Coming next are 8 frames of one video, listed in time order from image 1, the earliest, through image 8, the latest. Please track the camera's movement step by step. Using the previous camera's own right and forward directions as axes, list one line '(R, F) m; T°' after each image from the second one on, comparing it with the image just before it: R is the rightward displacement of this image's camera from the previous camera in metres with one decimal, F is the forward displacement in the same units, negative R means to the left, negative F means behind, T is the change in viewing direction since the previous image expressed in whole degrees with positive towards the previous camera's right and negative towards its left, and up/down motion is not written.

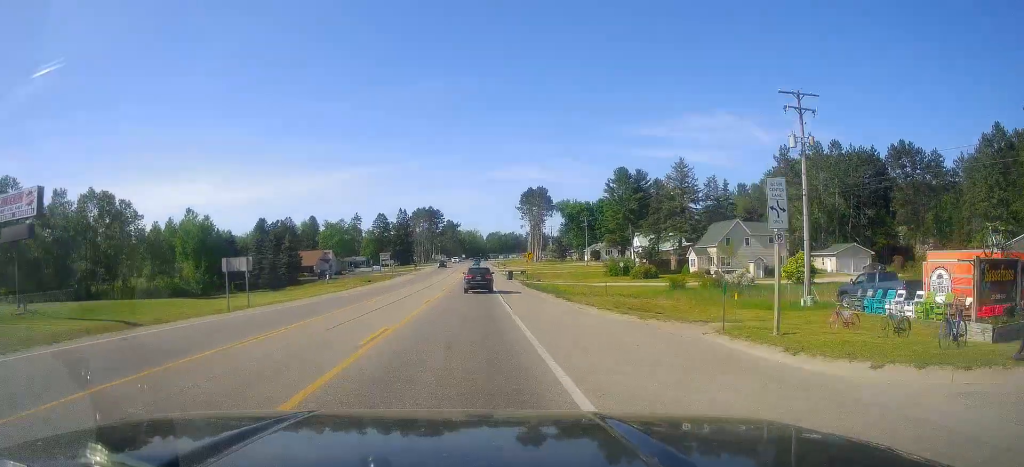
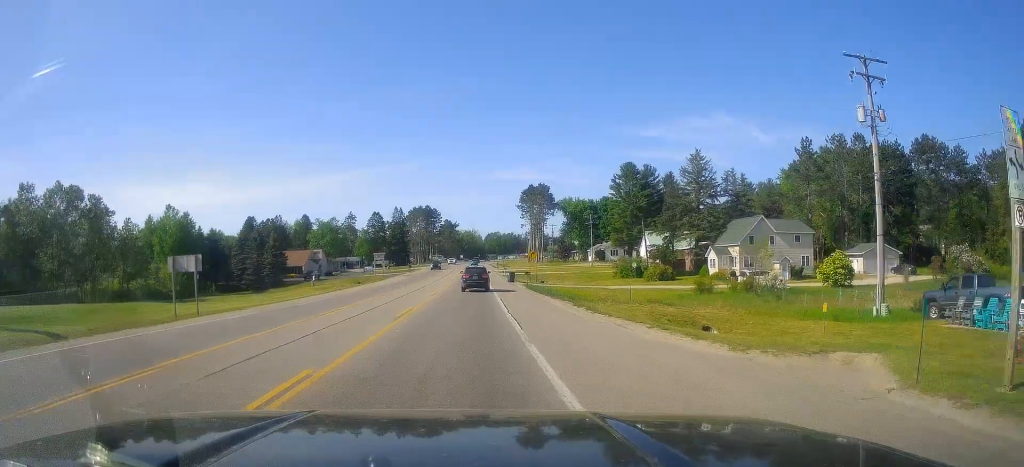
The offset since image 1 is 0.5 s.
(0.0, +7.8) m; 0°
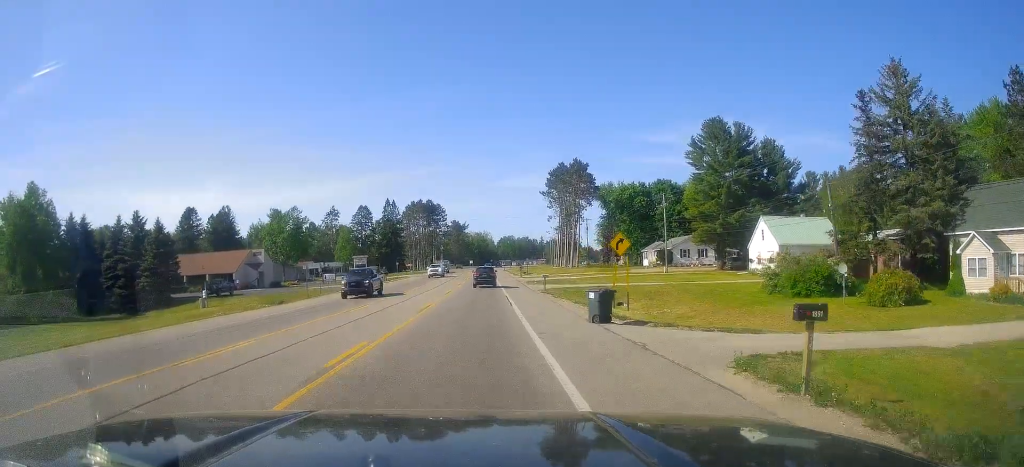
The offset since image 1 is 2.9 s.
(-1.3, +42.1) m; -3°
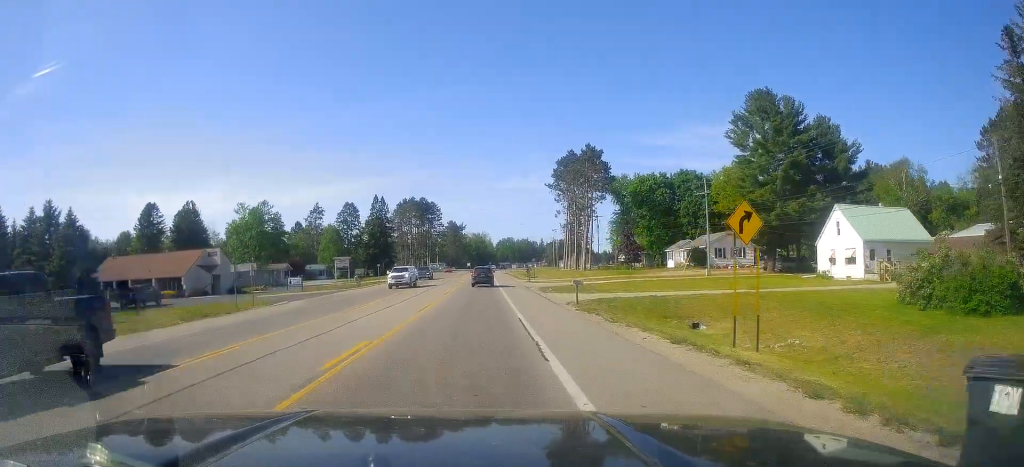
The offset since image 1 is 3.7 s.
(+0.4, +15.7) m; 0°
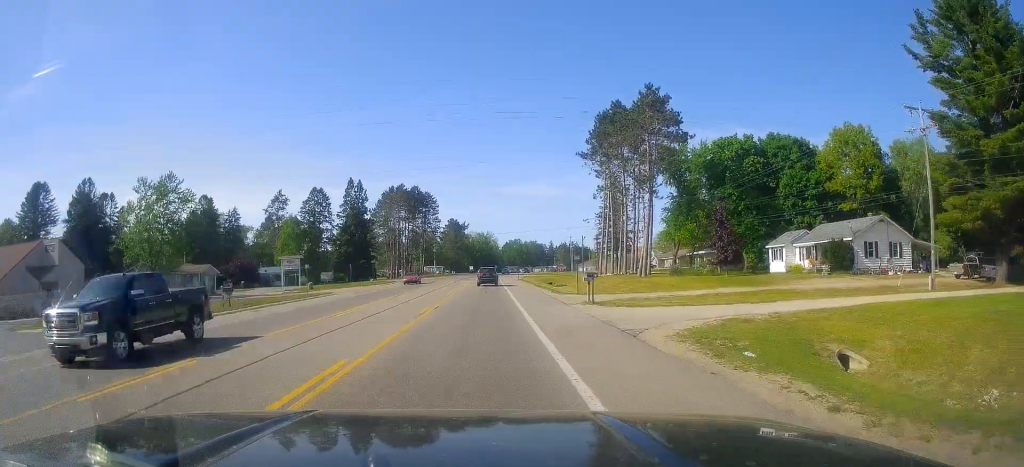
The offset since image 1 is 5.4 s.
(-0.2, +34.2) m; +1°
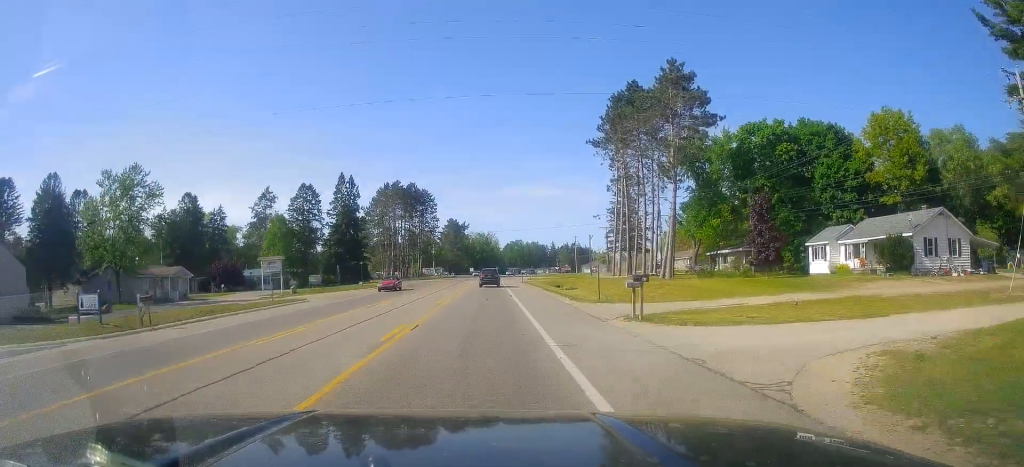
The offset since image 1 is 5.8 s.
(+0.2, +8.1) m; +1°
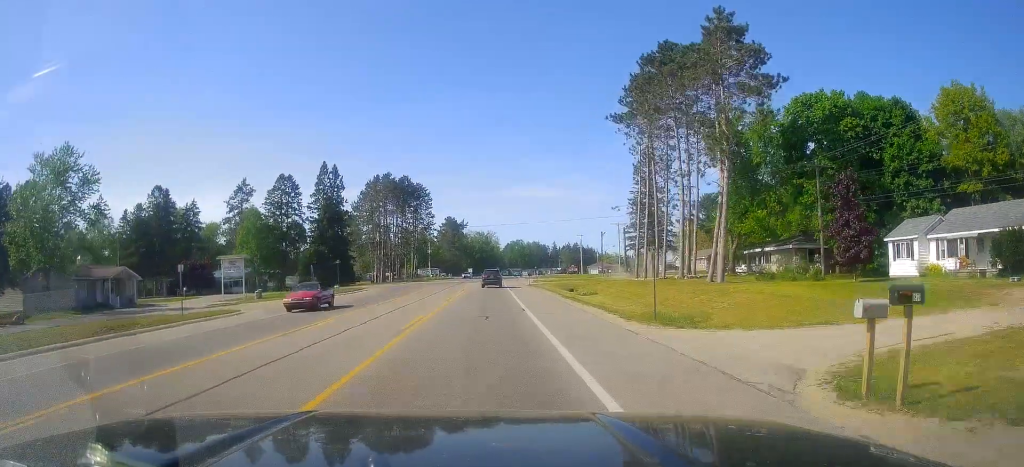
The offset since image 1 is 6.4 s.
(+0.1, +12.4) m; 0°
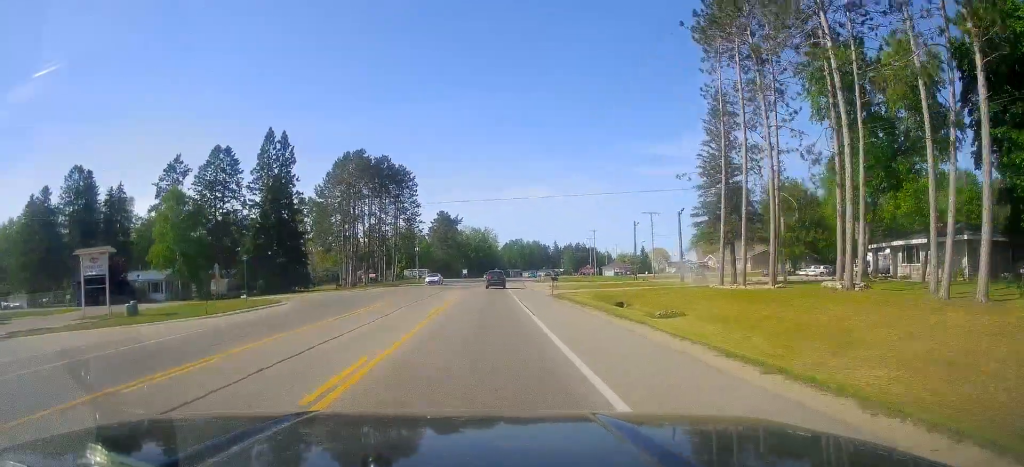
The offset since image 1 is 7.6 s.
(-0.3, +25.5) m; -1°
